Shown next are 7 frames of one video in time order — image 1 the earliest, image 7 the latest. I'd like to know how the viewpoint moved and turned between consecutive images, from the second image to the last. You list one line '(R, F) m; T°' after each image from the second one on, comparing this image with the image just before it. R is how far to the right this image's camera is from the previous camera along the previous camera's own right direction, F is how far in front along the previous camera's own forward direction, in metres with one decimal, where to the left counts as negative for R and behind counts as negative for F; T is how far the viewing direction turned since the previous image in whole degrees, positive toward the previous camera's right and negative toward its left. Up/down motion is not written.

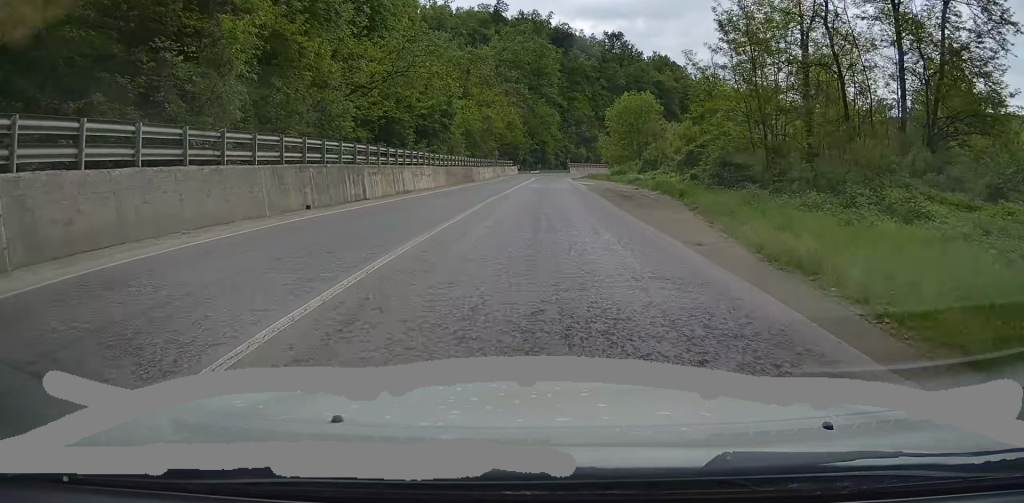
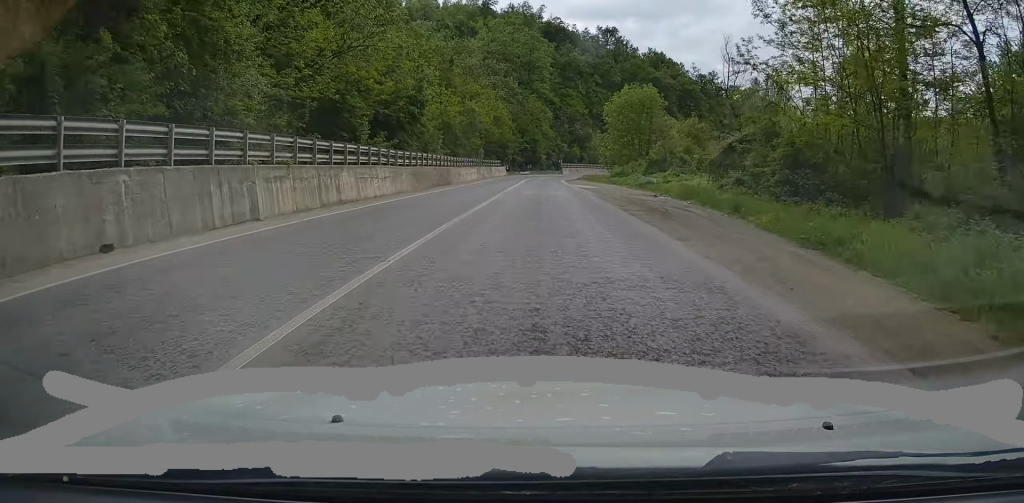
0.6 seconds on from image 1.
(+0.4, +10.8) m; +2°
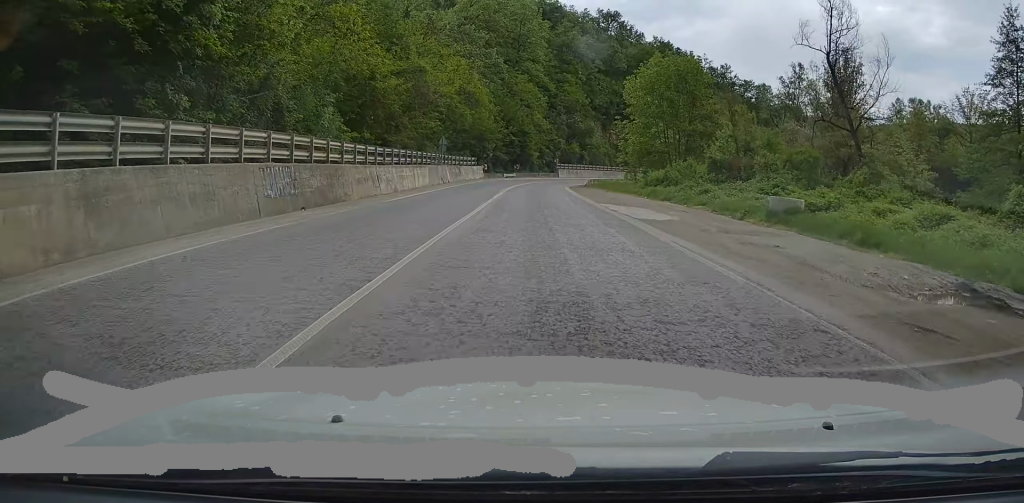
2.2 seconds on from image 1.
(+0.9, +30.6) m; +3°
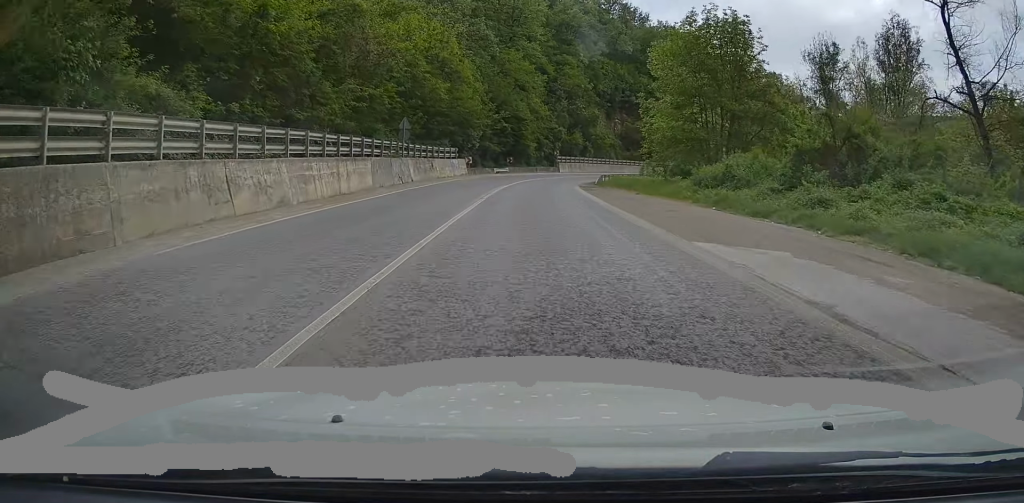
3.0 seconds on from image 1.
(+0.2, +16.6) m; +1°
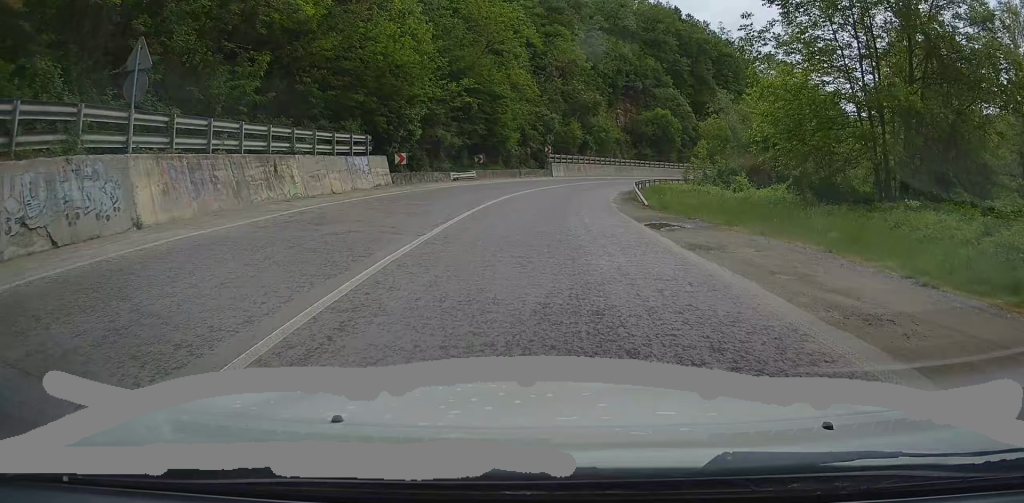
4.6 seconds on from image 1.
(+0.1, +29.2) m; +1°
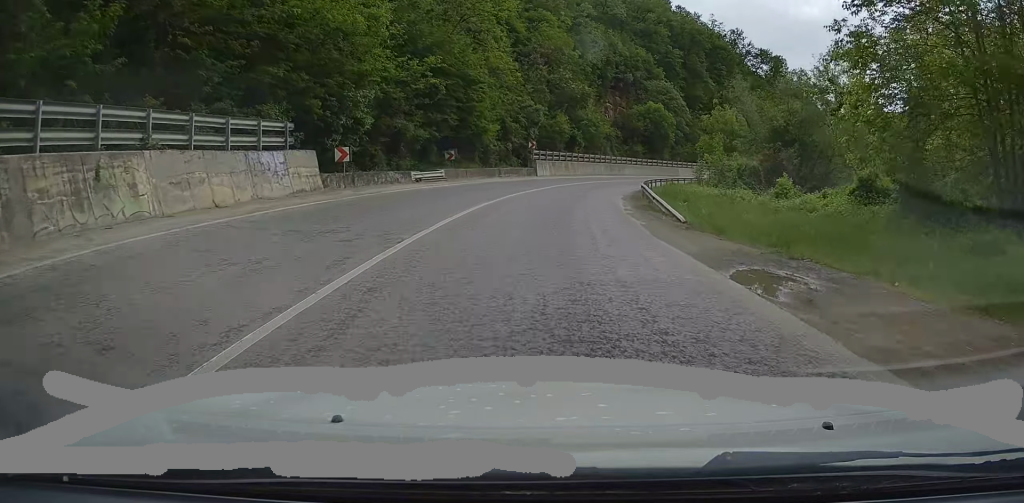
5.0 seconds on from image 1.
(-0.1, +8.8) m; +1°
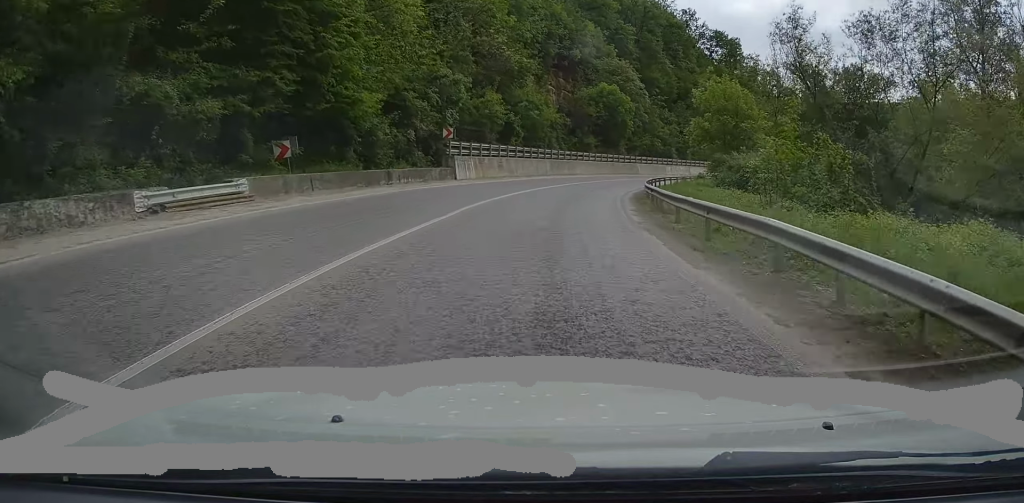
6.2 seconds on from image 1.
(+1.0, +20.9) m; +5°
